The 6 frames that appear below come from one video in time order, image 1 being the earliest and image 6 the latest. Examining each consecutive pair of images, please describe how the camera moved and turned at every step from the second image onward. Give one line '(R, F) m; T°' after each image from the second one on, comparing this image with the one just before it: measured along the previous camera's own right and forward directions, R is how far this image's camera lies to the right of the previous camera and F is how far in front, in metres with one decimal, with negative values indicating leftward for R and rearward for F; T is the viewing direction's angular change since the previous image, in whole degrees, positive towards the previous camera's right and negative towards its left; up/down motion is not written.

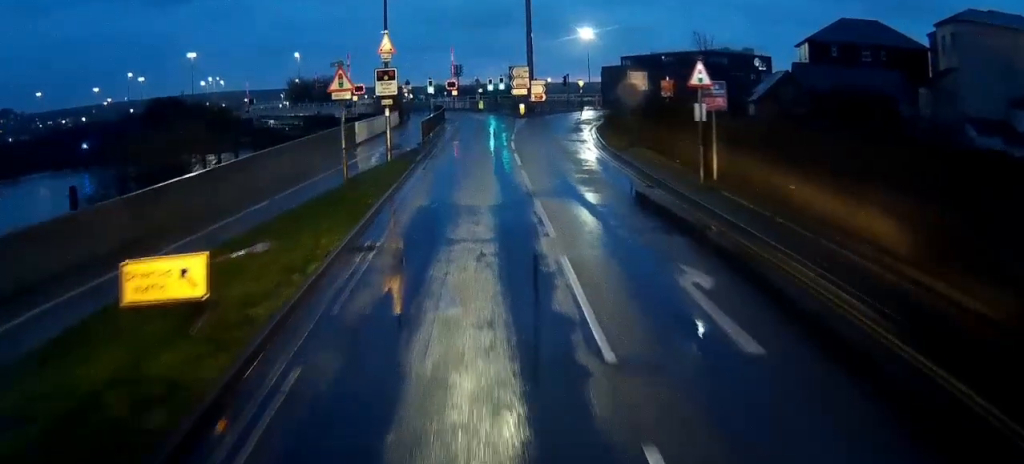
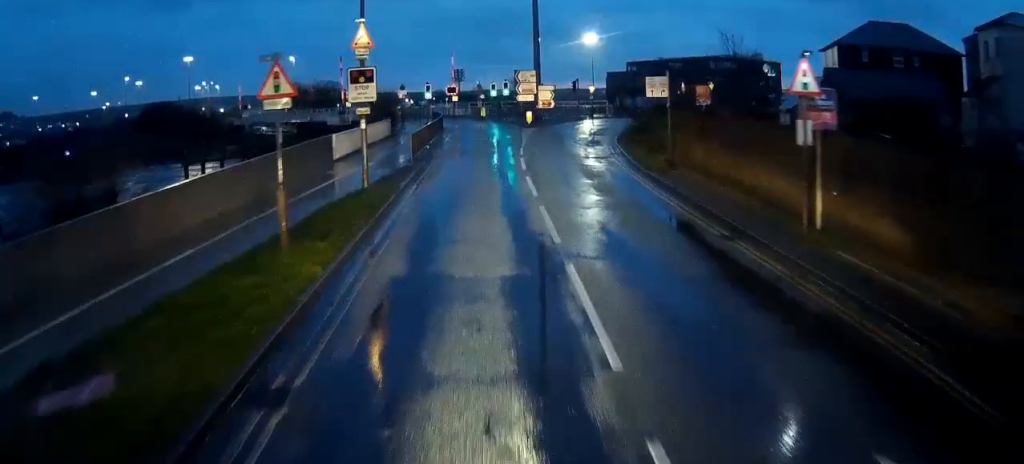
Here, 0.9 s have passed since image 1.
(0.0, +6.2) m; +2°
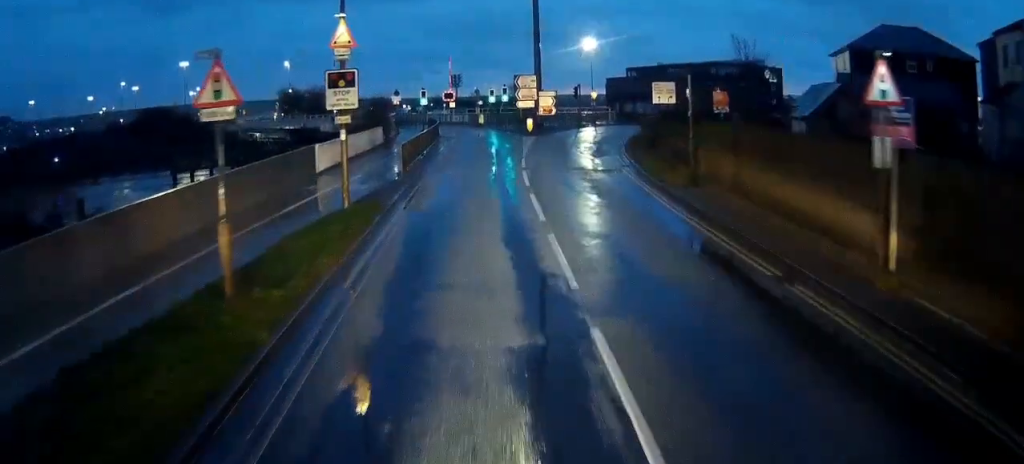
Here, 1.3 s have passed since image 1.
(0.0, +2.1) m; +2°
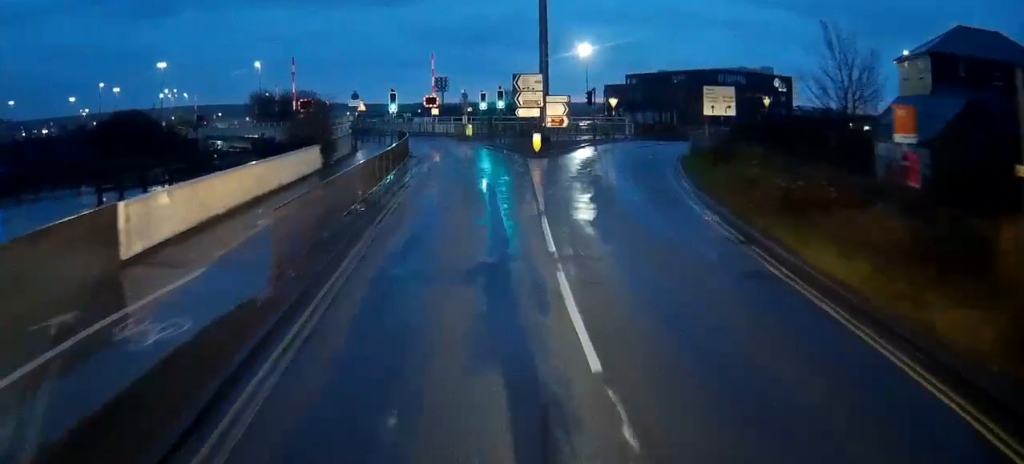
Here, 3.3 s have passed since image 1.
(+0.8, +9.2) m; +7°
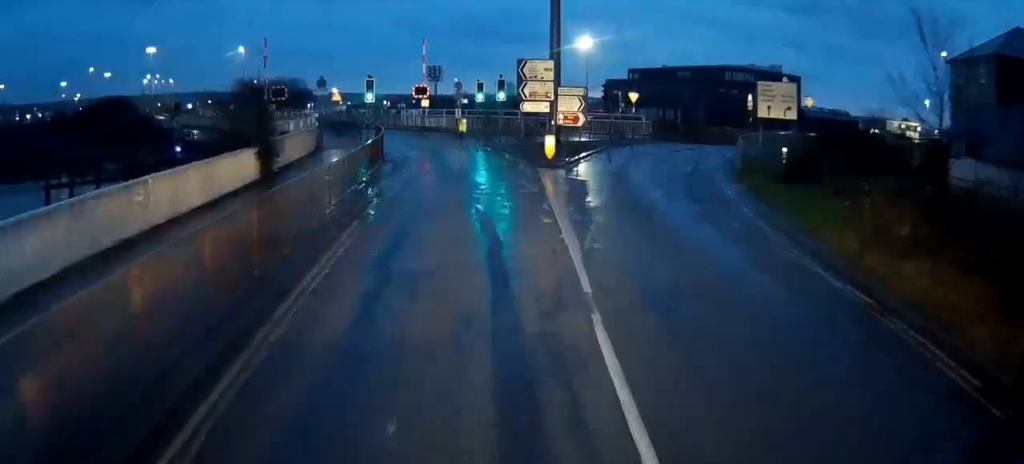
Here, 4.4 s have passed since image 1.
(0.0, +8.4) m; 0°
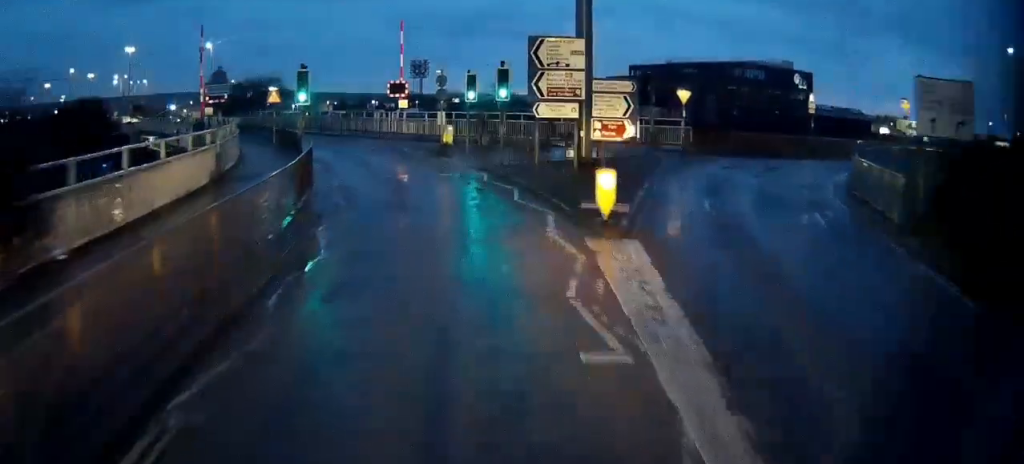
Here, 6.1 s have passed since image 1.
(0.0, +14.7) m; +1°
